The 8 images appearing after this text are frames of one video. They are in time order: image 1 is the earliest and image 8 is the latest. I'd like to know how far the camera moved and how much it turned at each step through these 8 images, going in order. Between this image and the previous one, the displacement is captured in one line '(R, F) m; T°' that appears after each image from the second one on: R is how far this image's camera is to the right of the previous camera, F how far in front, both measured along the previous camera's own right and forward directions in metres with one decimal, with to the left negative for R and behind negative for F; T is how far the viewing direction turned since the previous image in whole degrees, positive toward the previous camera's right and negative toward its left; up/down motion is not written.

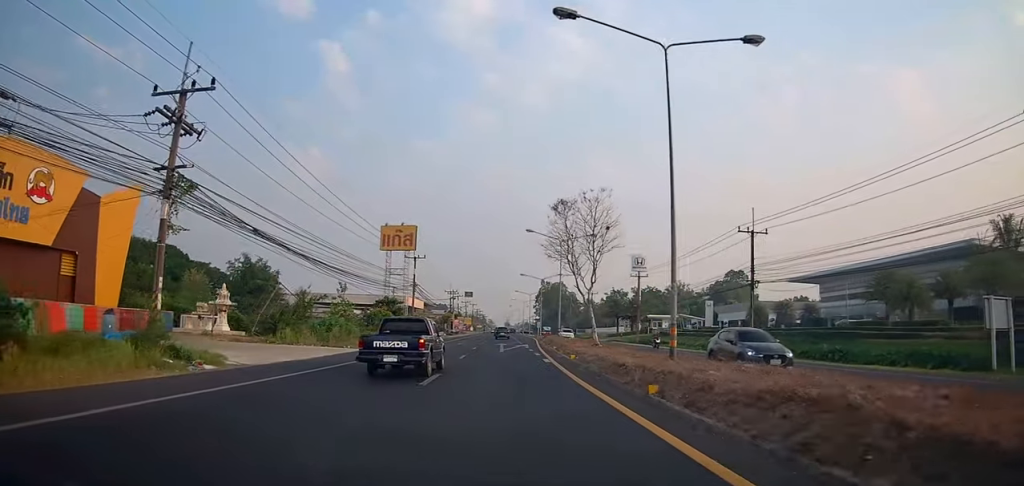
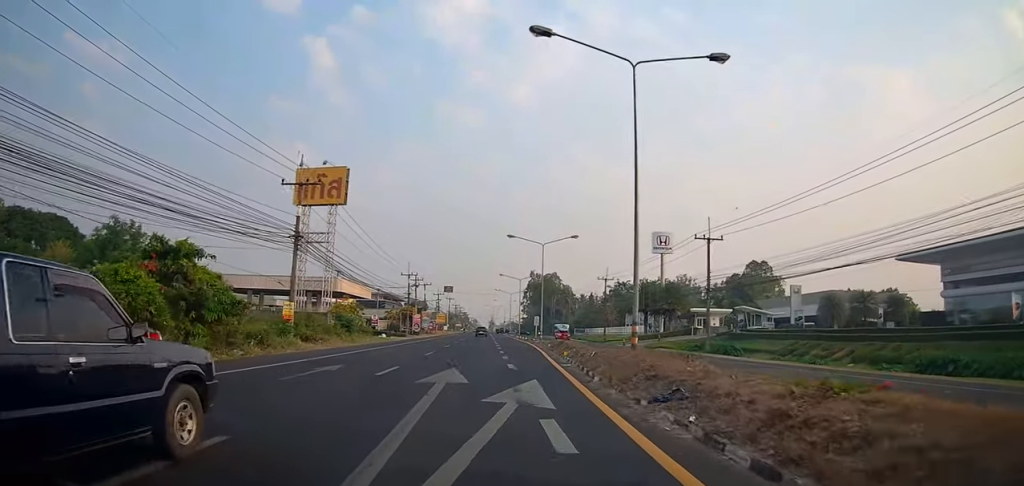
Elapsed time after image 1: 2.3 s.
(-1.9, +34.4) m; -3°
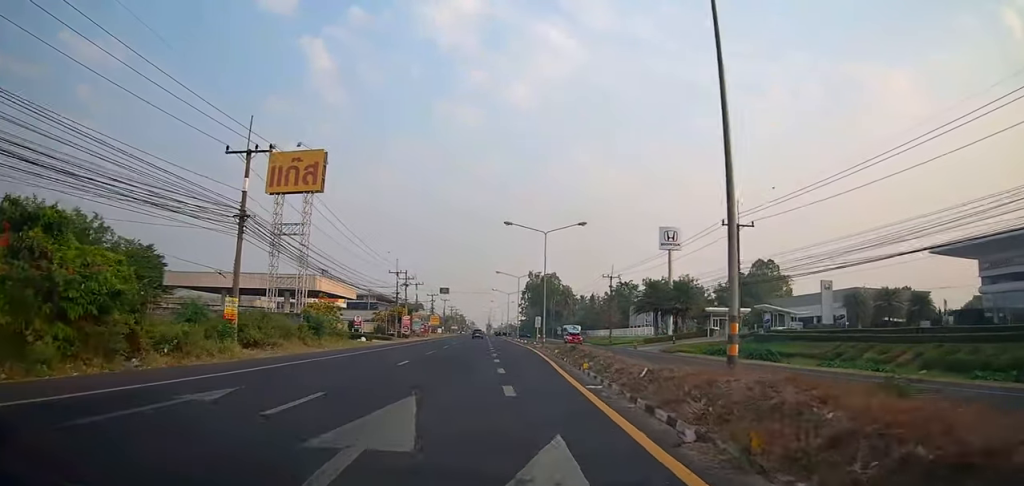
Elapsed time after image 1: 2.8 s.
(0.0, +7.2) m; 0°
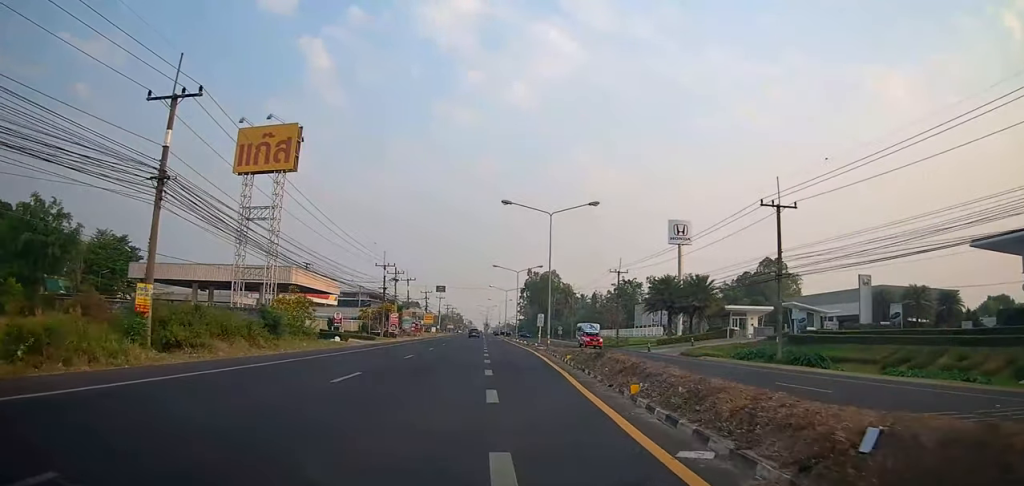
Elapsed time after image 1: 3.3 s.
(0.0, +7.0) m; +1°
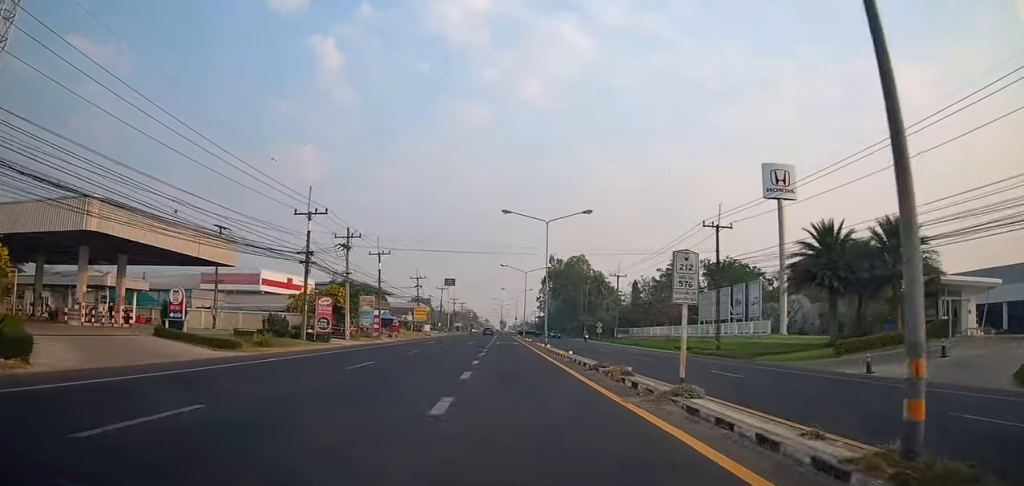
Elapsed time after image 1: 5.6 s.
(+1.0, +32.0) m; 0°
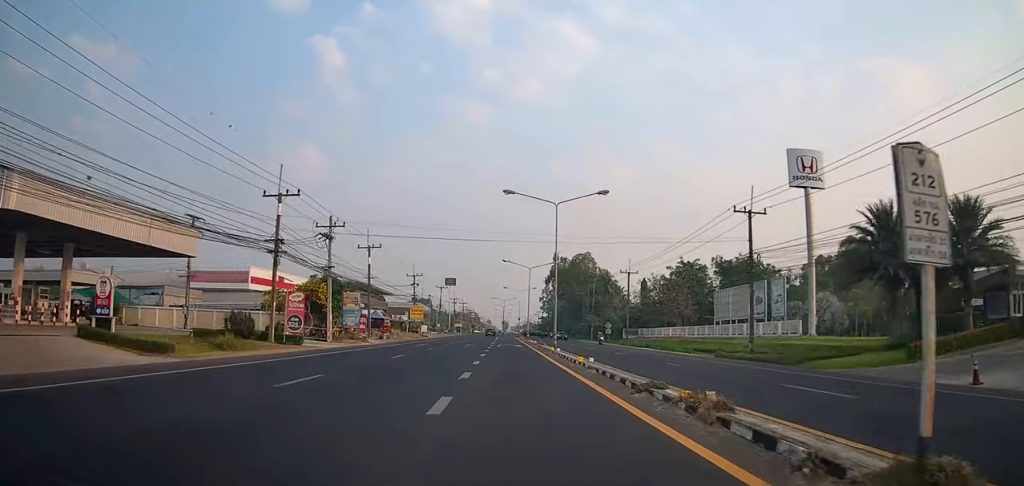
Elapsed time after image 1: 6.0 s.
(-0.2, +6.0) m; -2°
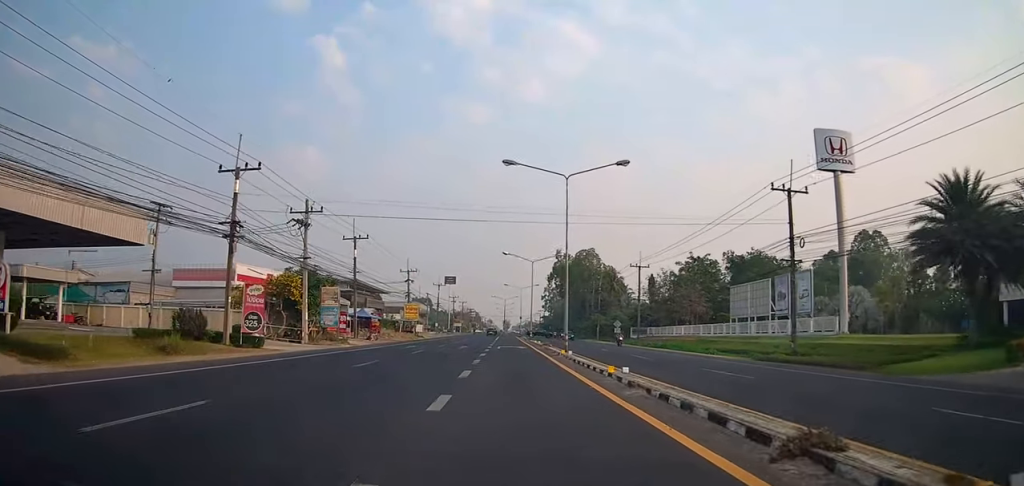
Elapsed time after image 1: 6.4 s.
(0.0, +5.9) m; 0°
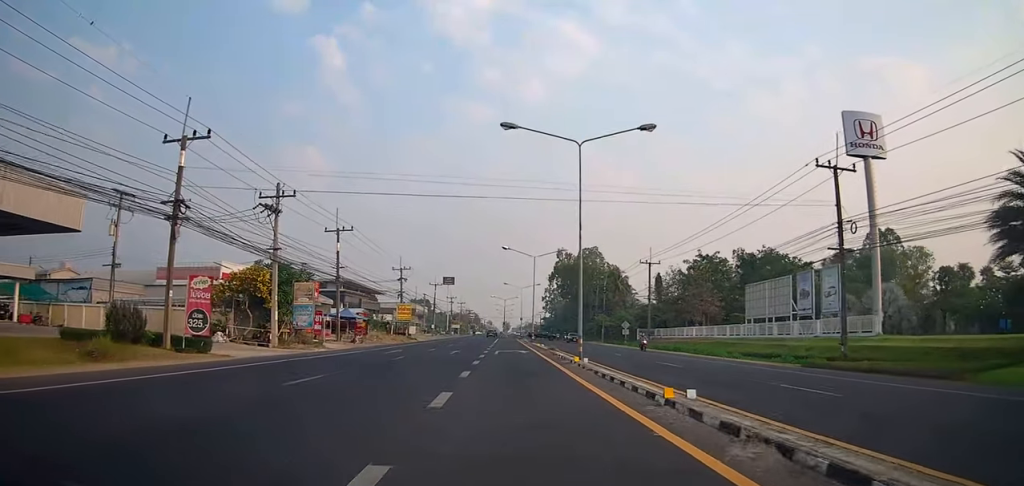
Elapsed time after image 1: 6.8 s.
(0.0, +5.4) m; 0°
